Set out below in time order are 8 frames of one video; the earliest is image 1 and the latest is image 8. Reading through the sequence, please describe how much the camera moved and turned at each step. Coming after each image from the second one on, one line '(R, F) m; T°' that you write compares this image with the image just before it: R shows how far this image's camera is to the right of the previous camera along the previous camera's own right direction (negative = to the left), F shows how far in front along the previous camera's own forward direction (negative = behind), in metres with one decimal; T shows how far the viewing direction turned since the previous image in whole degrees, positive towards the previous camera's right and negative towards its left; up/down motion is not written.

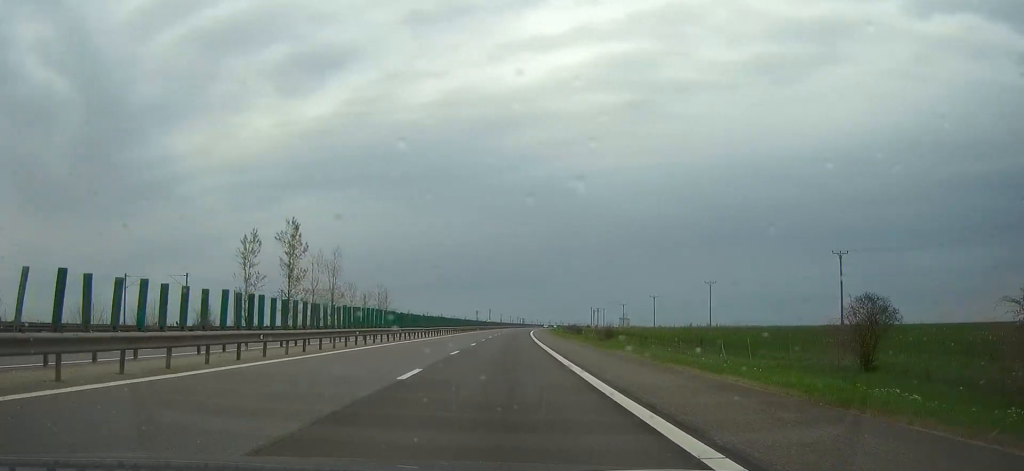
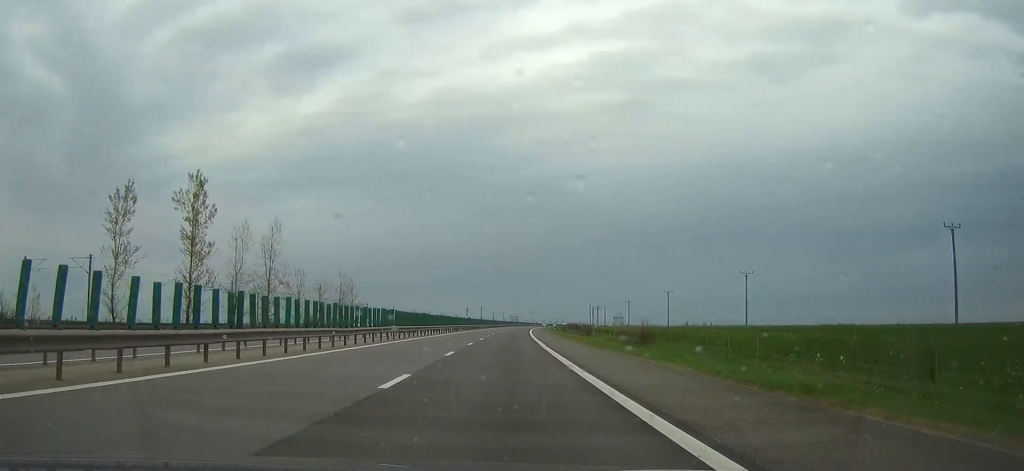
(+0.1, +26.1) m; 0°
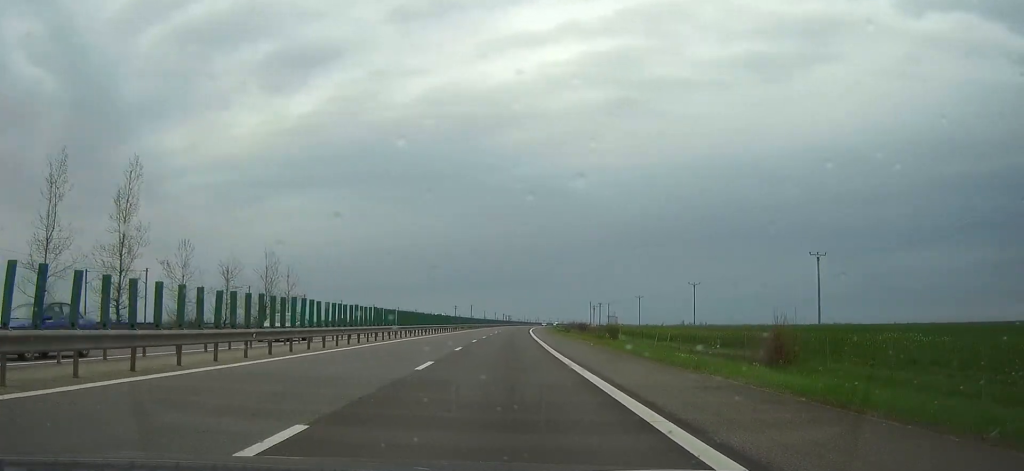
(+0.2, +31.6) m; +1°
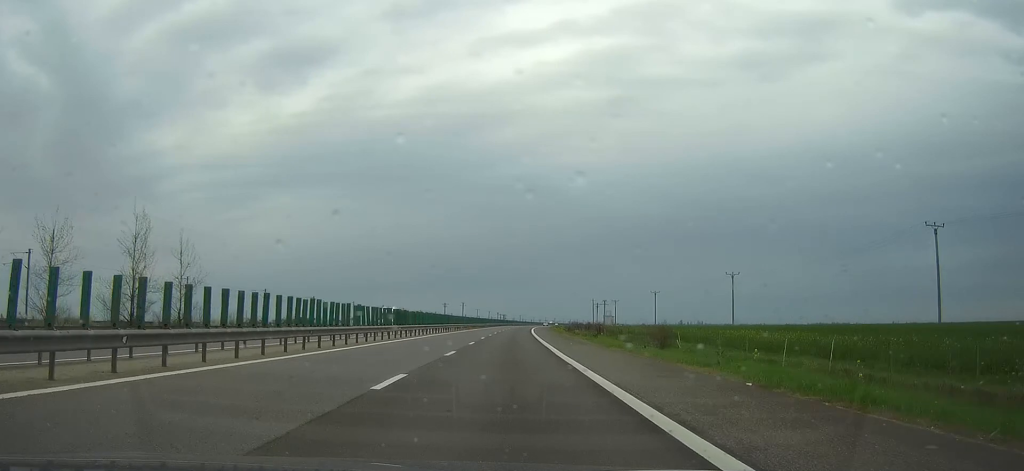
(+0.2, +28.9) m; +1°
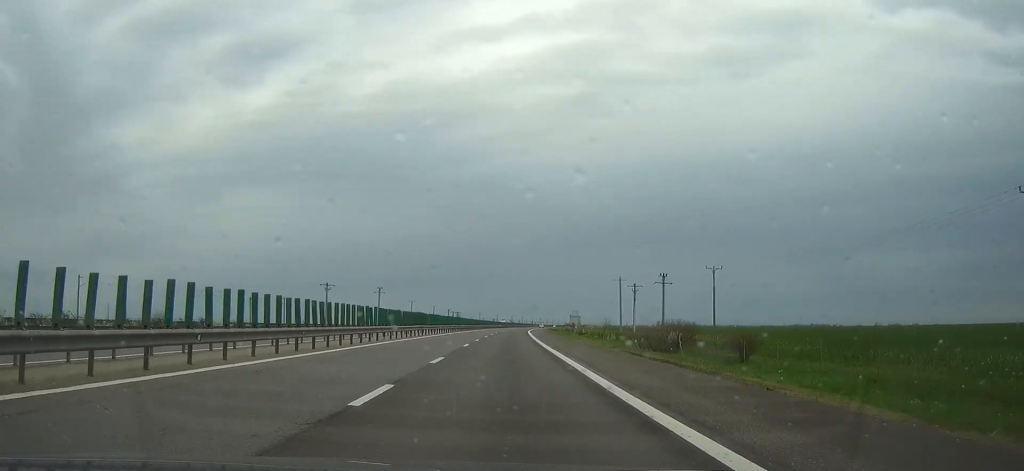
(+3.5, +145.1) m; +3°
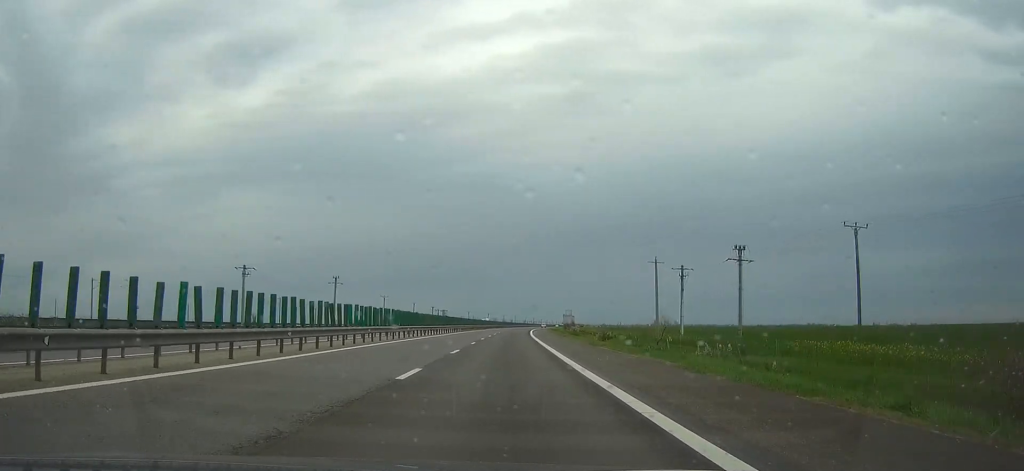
(+0.4, +45.8) m; +2°
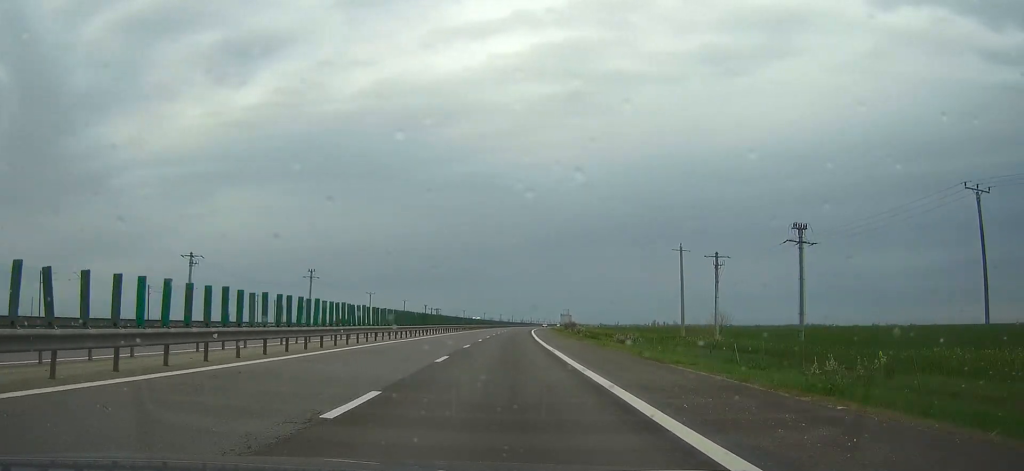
(0.0, +19.2) m; +1°
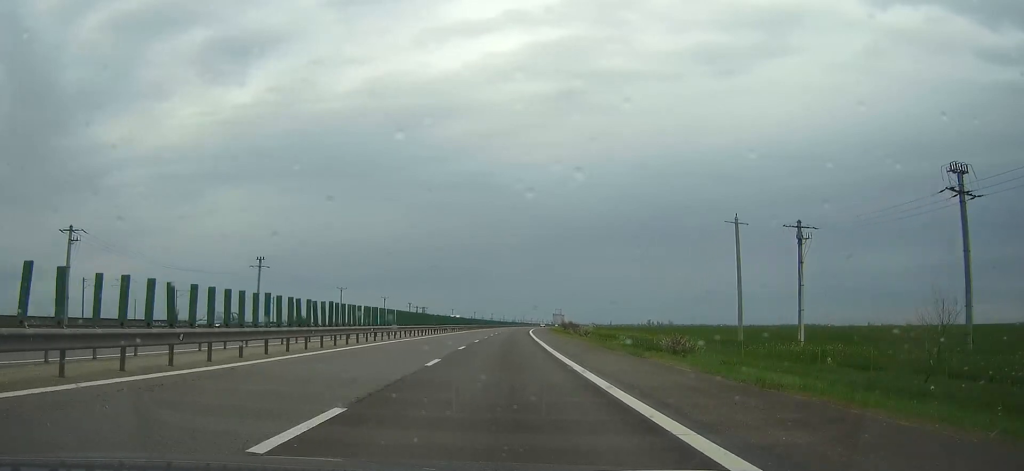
(+0.5, +29.2) m; +1°
